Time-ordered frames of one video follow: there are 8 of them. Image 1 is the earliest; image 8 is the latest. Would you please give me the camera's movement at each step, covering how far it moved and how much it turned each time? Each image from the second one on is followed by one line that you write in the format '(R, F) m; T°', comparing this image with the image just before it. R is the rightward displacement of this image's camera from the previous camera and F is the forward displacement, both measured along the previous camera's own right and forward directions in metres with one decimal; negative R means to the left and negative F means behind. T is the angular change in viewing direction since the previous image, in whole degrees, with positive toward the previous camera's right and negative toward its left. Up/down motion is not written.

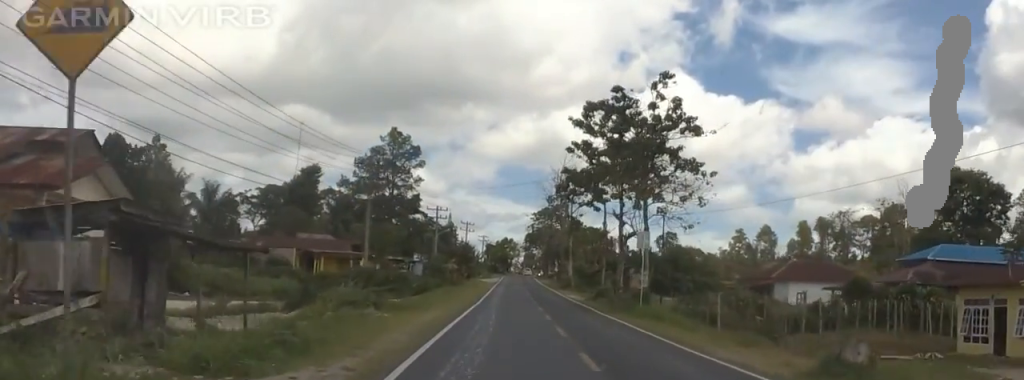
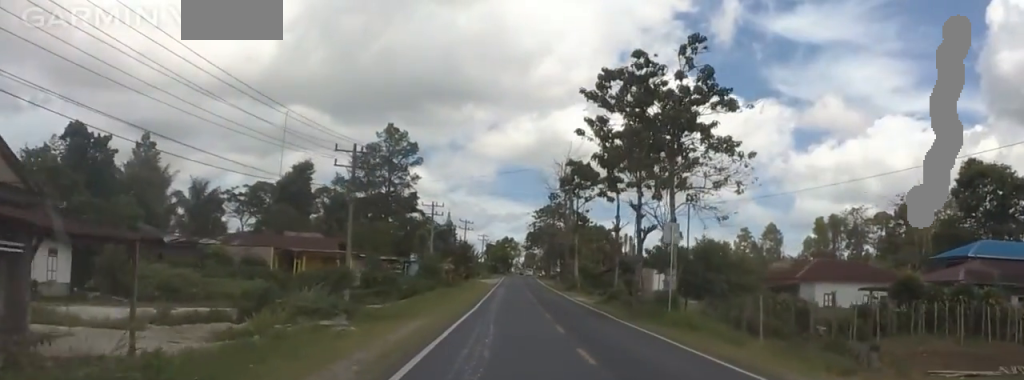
(+0.2, +6.9) m; +1°
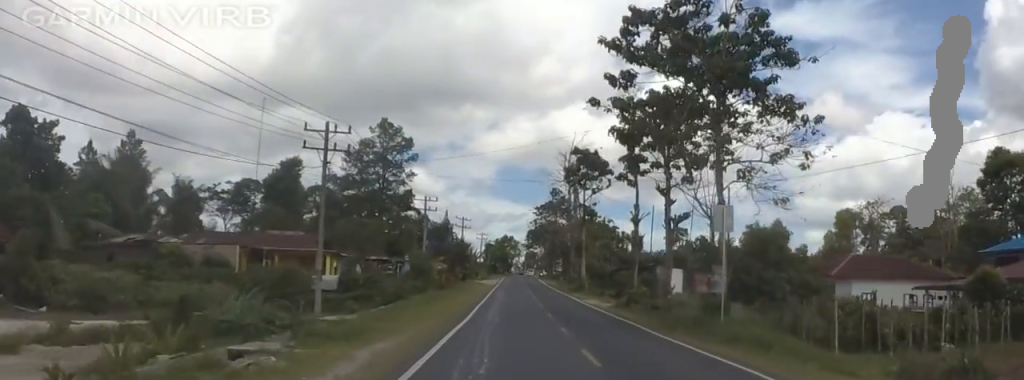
(+0.1, +8.1) m; +1°
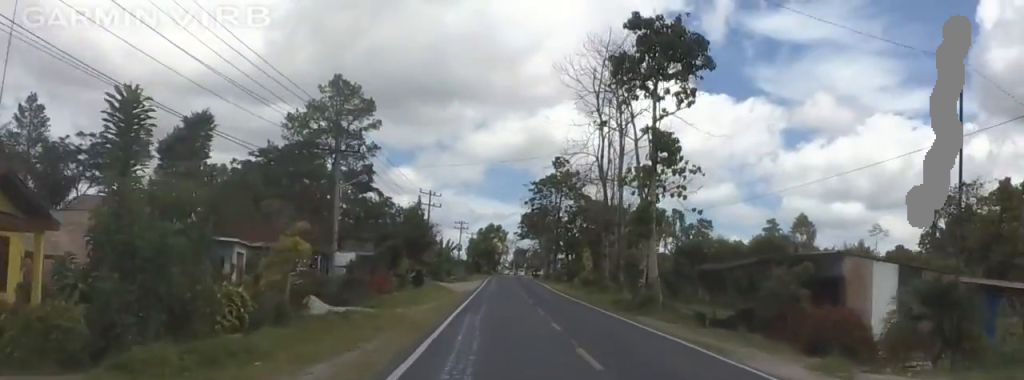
(-0.2, +41.3) m; -1°
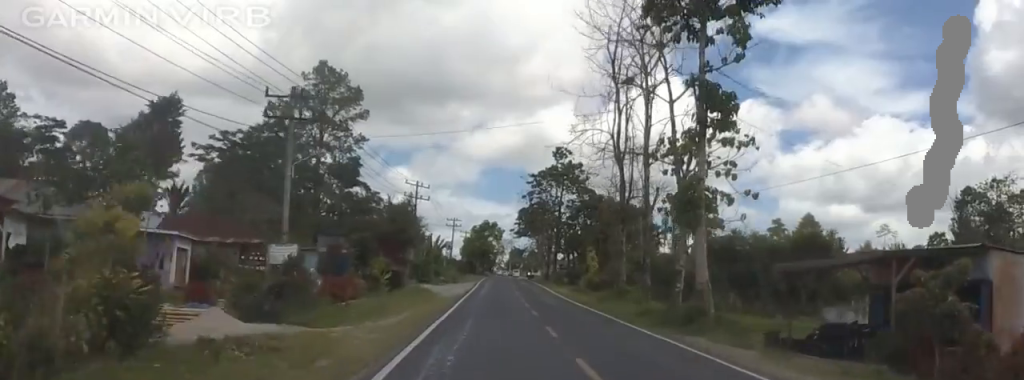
(0.0, +9.8) m; 0°
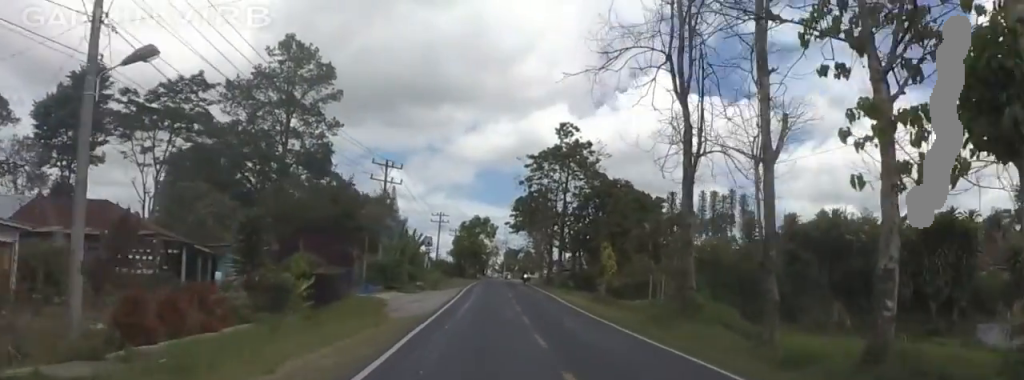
(0.0, +17.8) m; +1°
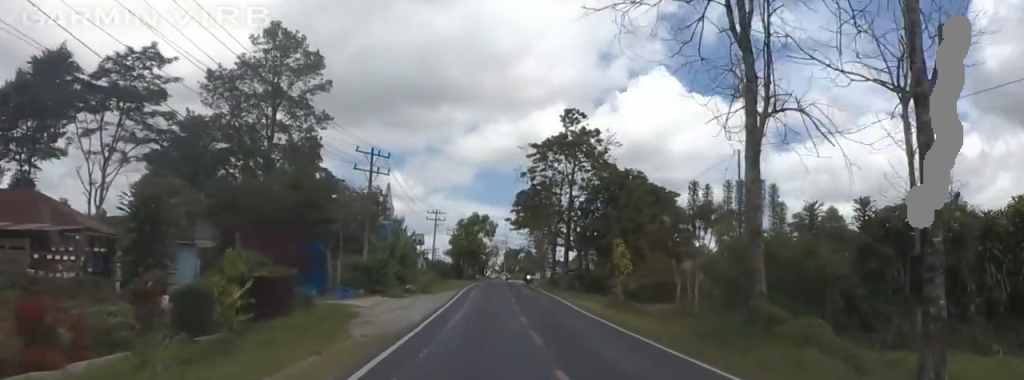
(-0.1, +7.4) m; +1°
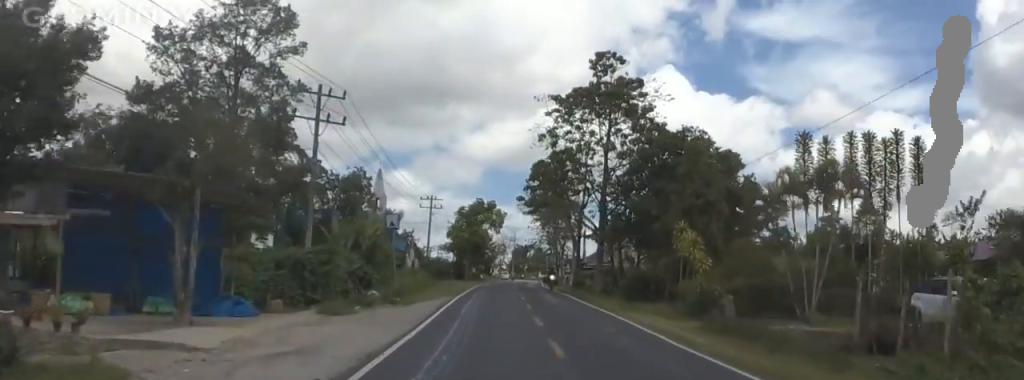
(+0.4, +19.8) m; +1°
